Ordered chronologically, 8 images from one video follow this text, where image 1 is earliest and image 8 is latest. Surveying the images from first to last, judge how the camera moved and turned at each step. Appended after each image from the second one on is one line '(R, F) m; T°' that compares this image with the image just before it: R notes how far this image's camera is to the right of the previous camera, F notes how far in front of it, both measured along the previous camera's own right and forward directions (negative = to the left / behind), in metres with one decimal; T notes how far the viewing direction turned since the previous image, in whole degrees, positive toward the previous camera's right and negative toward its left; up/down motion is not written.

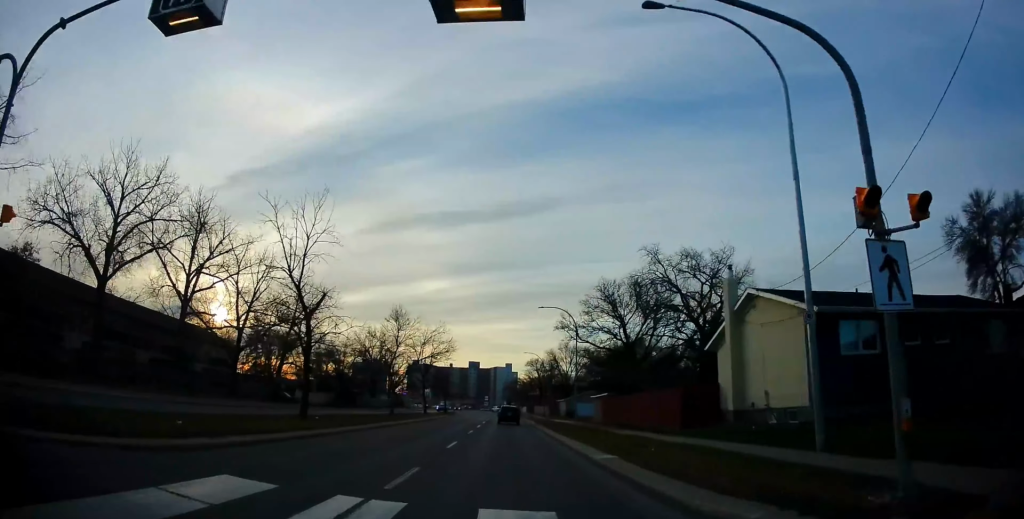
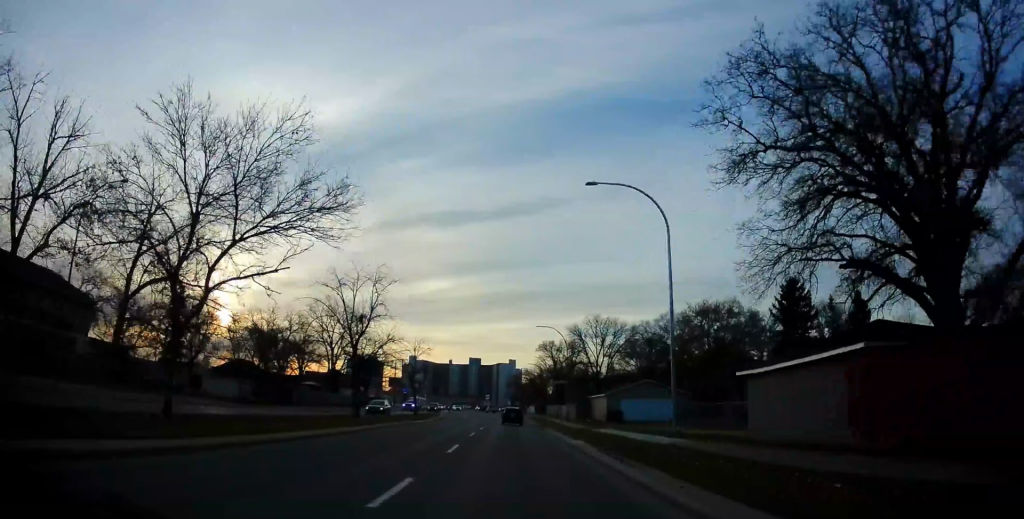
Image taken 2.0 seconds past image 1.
(-0.5, +30.1) m; -1°
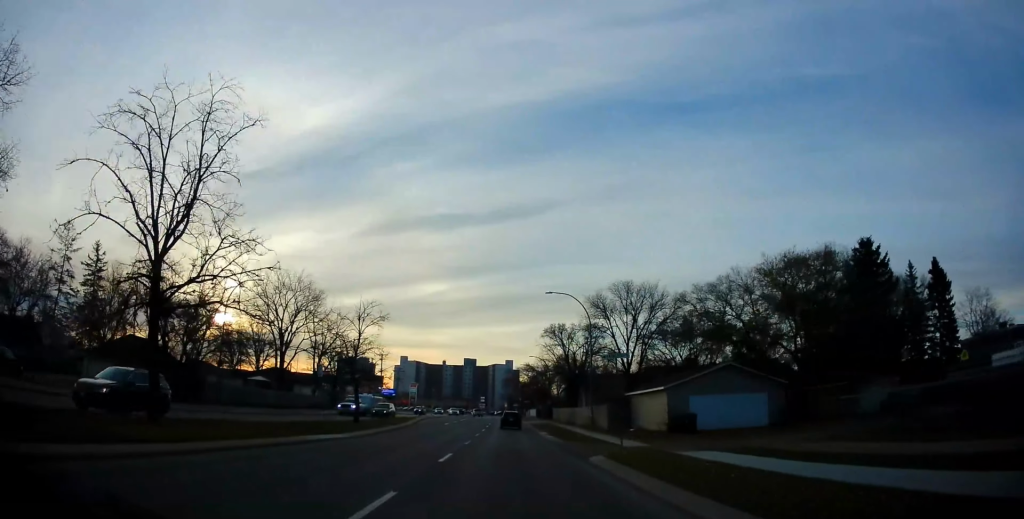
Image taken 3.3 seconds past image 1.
(0.0, +19.9) m; 0°
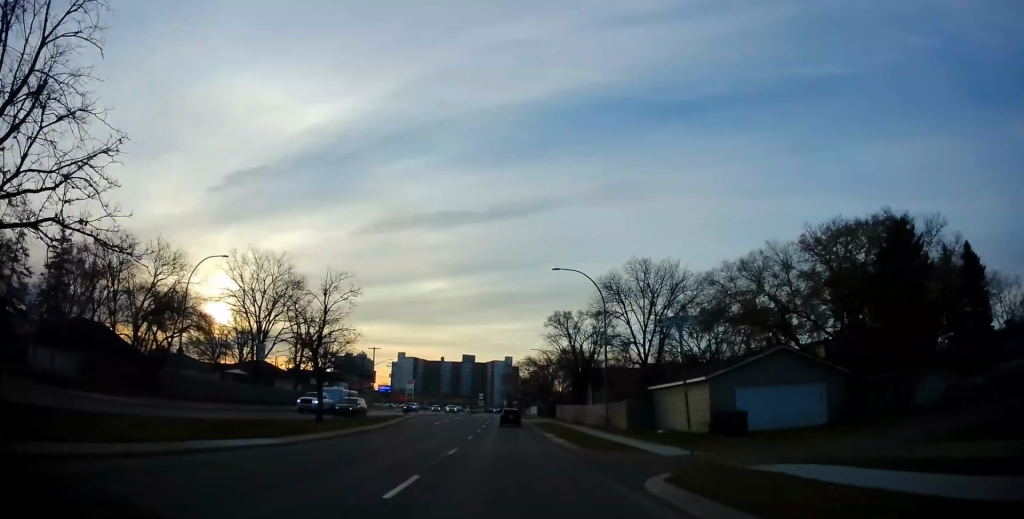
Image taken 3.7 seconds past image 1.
(0.0, +6.7) m; 0°
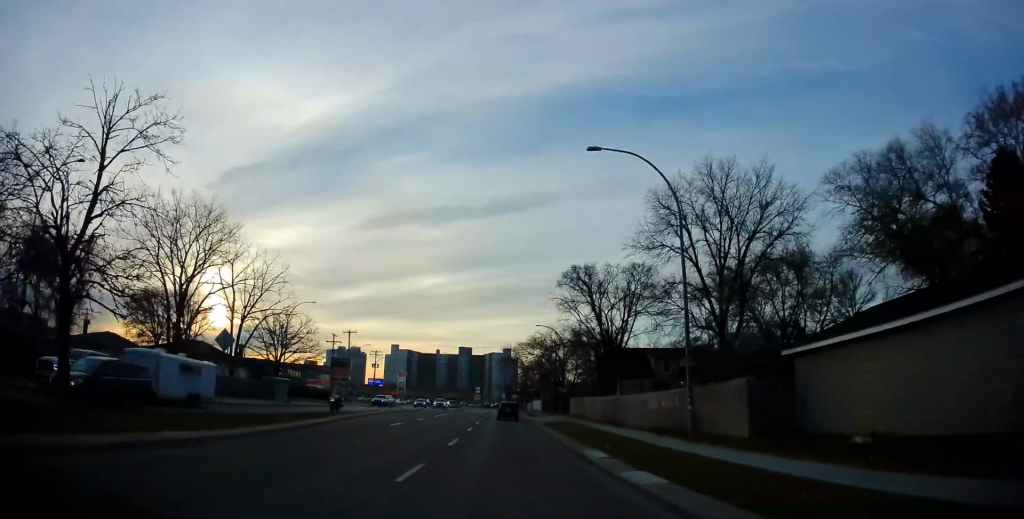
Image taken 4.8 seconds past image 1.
(+0.2, +17.1) m; 0°
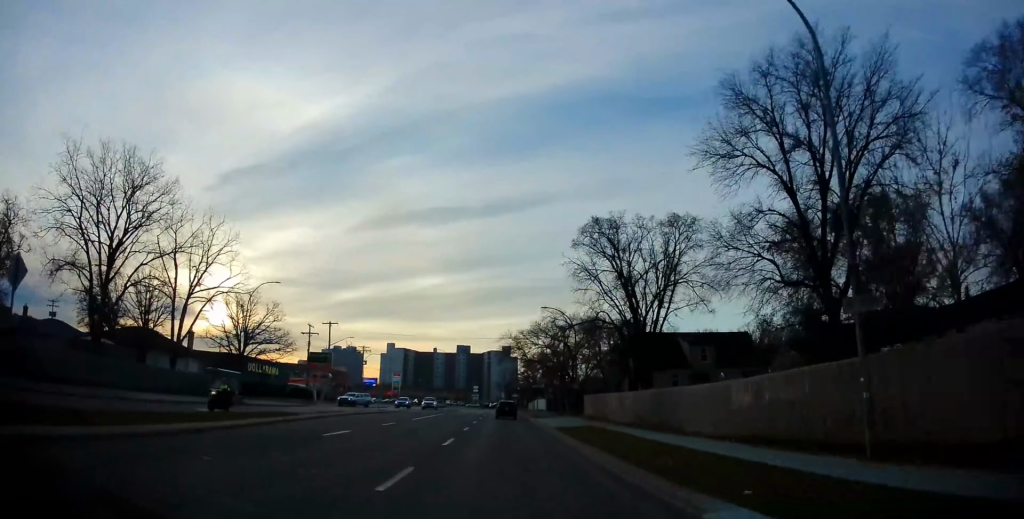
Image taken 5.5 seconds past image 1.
(-0.1, +10.4) m; -1°
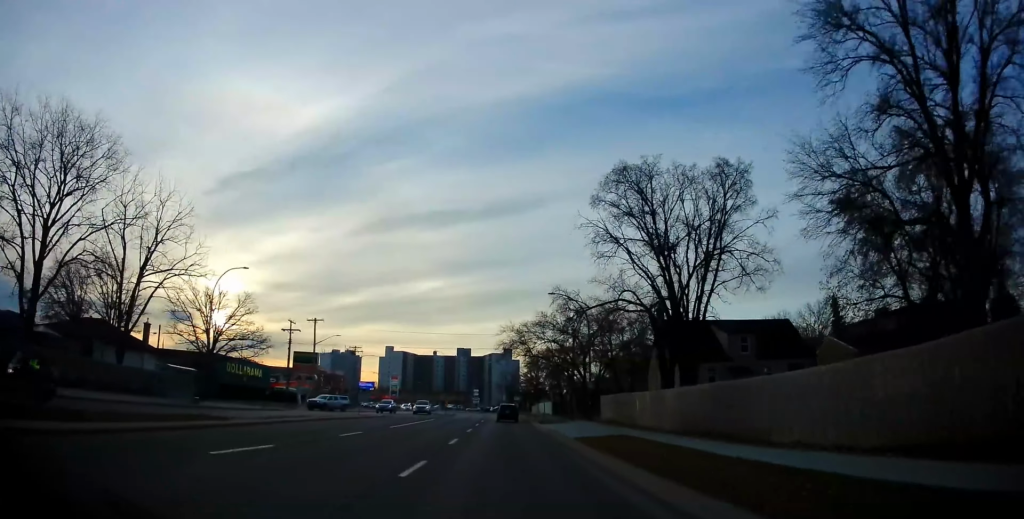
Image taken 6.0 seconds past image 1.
(0.0, +7.3) m; -1°
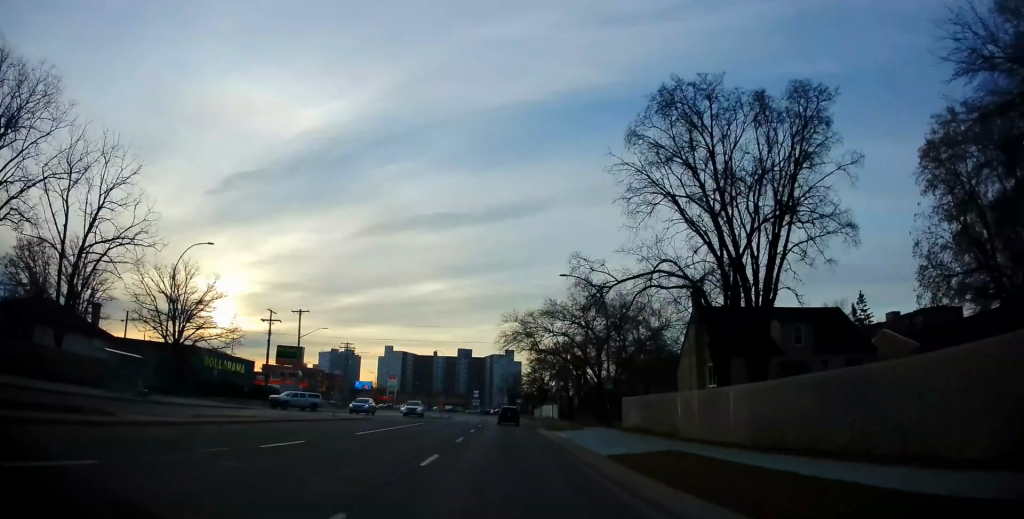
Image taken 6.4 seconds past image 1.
(-0.1, +6.7) m; 0°
